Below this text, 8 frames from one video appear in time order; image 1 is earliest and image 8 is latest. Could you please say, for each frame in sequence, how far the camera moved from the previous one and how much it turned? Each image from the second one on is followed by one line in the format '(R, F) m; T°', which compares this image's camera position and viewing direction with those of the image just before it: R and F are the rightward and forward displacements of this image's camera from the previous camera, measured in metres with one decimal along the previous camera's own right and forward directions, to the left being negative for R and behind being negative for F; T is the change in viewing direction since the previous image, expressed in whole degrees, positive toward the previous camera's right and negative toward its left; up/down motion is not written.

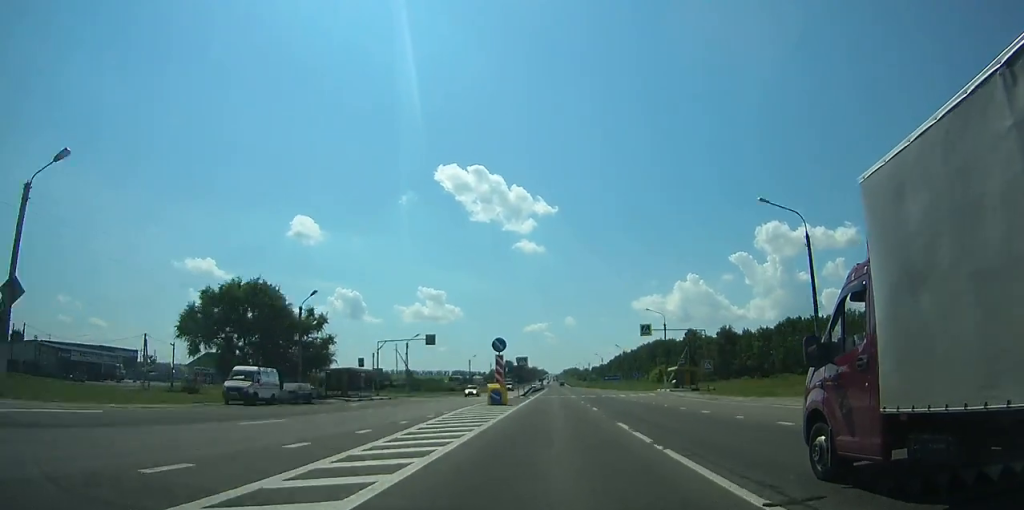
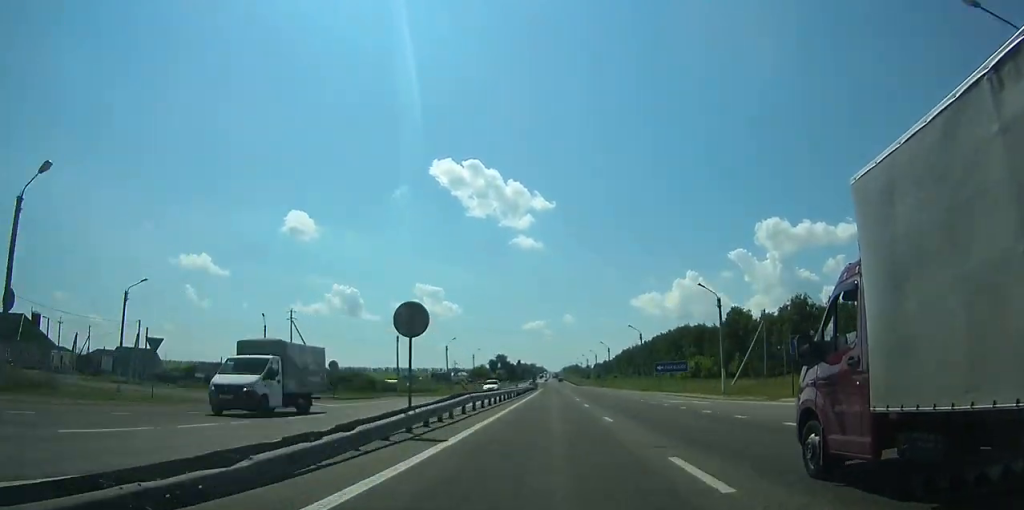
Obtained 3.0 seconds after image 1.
(+0.1, +61.9) m; 0°
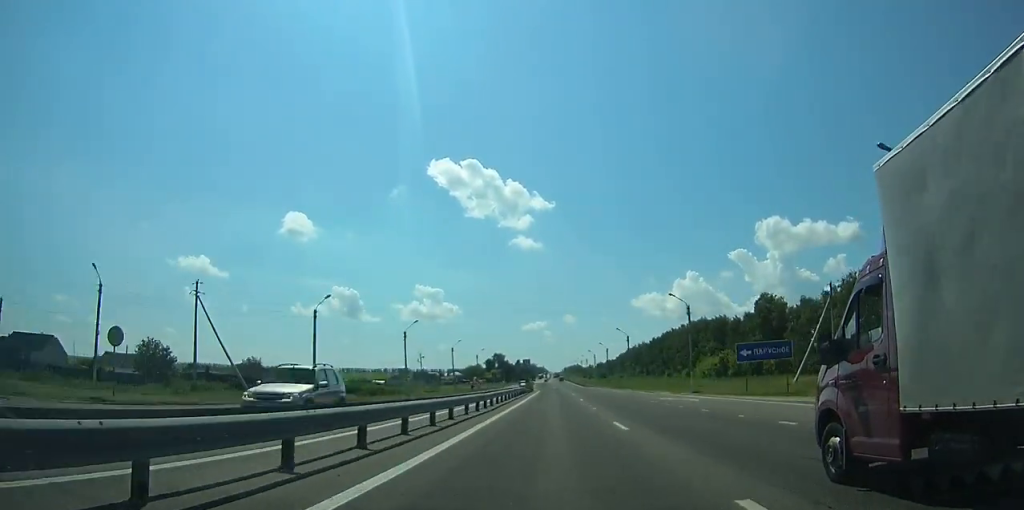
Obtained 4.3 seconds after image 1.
(0.0, +27.0) m; 0°
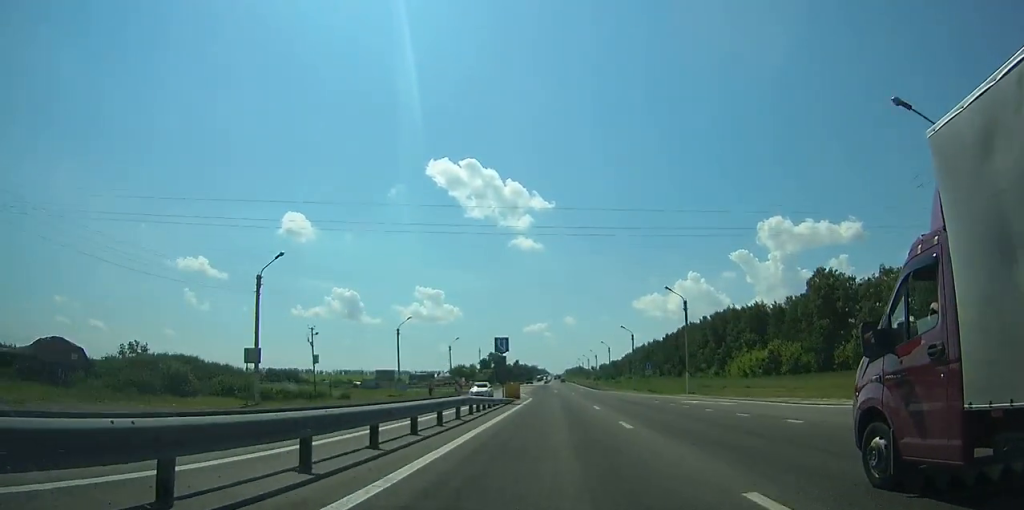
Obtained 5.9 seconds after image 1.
(0.0, +34.9) m; 0°
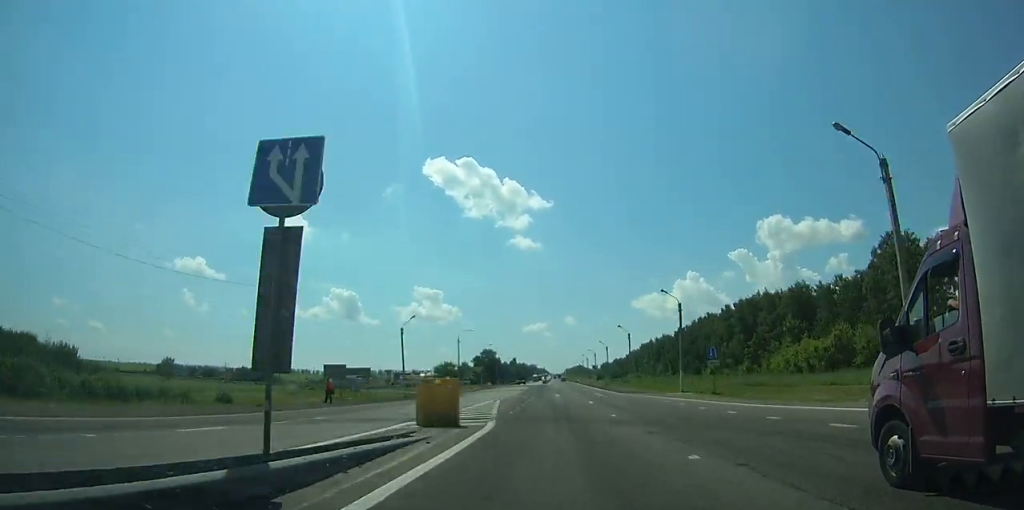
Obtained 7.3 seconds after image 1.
(0.0, +31.0) m; 0°
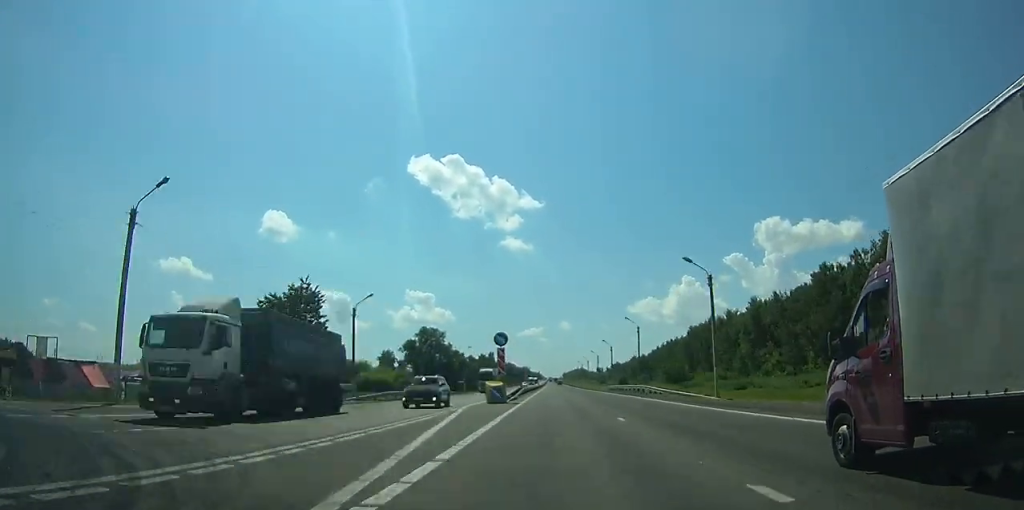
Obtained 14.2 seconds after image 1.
(+0.2, +149.8) m; 0°
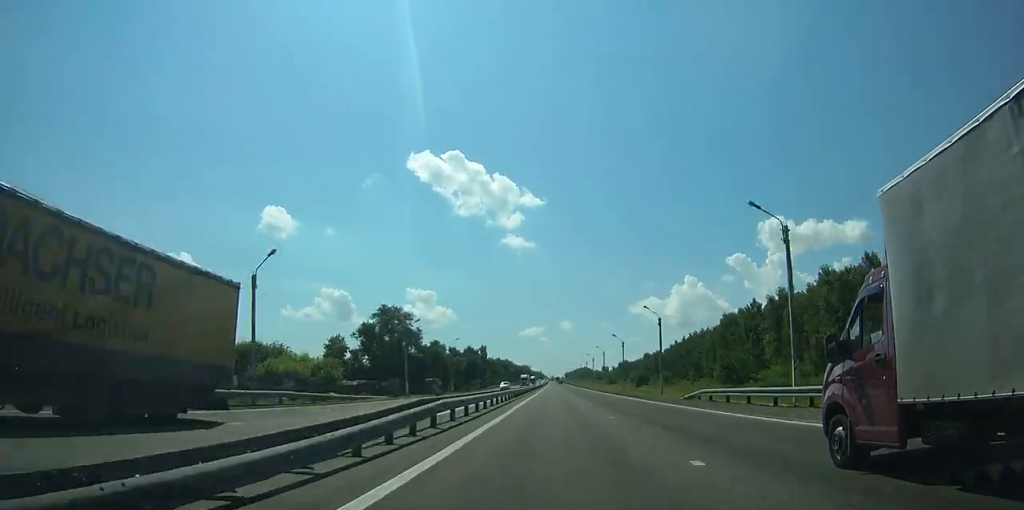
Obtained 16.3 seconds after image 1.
(0.0, +44.0) m; 0°
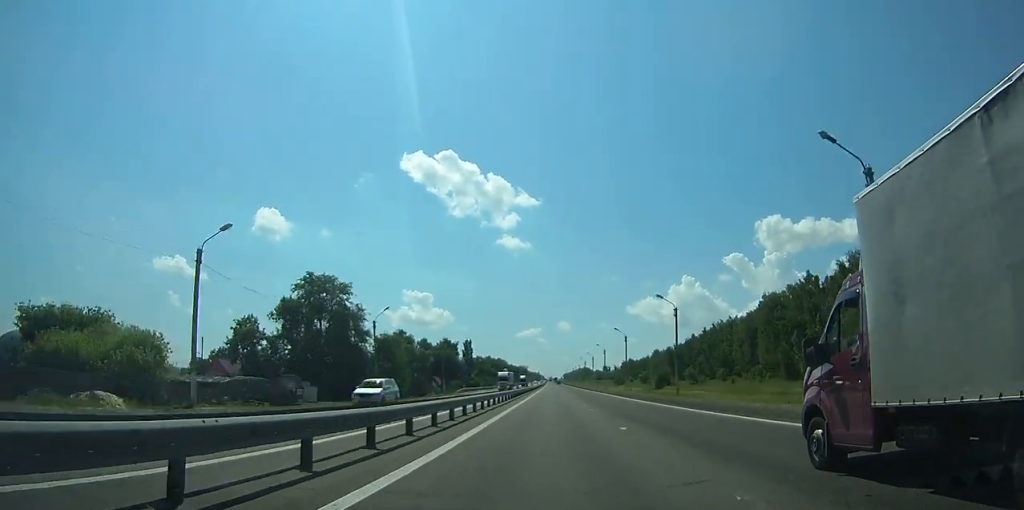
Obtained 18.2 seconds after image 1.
(0.0, +39.9) m; 0°
